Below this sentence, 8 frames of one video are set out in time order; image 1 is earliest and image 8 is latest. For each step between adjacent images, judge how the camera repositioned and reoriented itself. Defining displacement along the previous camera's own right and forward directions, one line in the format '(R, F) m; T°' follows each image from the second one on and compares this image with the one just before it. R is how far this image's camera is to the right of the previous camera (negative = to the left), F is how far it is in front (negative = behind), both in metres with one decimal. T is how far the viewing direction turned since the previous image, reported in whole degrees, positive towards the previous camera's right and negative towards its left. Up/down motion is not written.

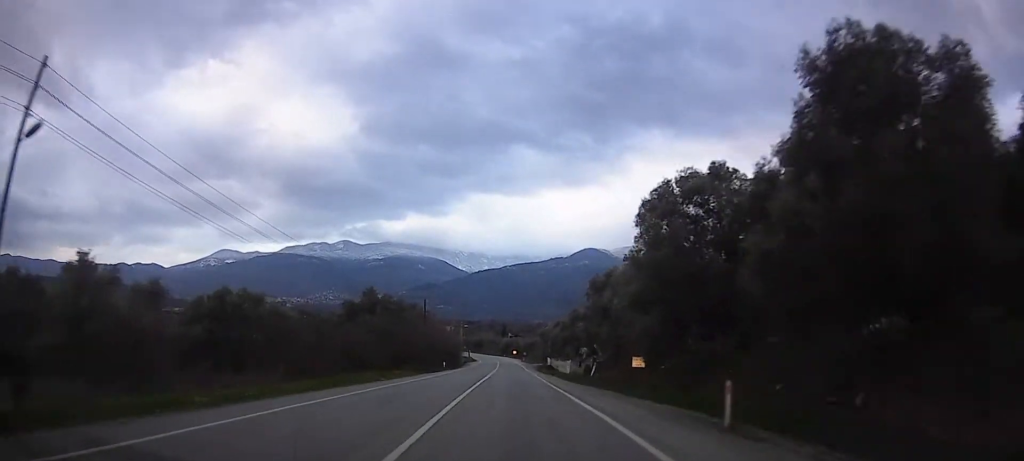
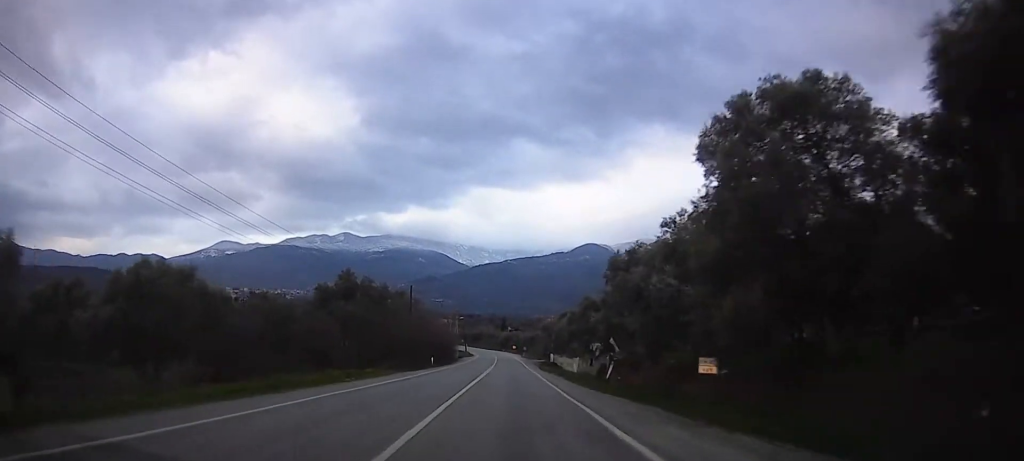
(-0.3, +8.0) m; +1°
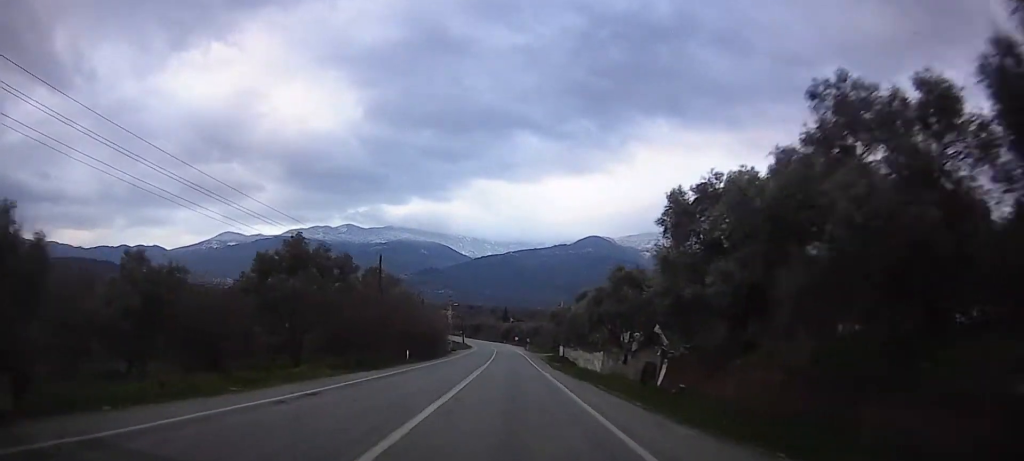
(+0.5, +12.4) m; +2°
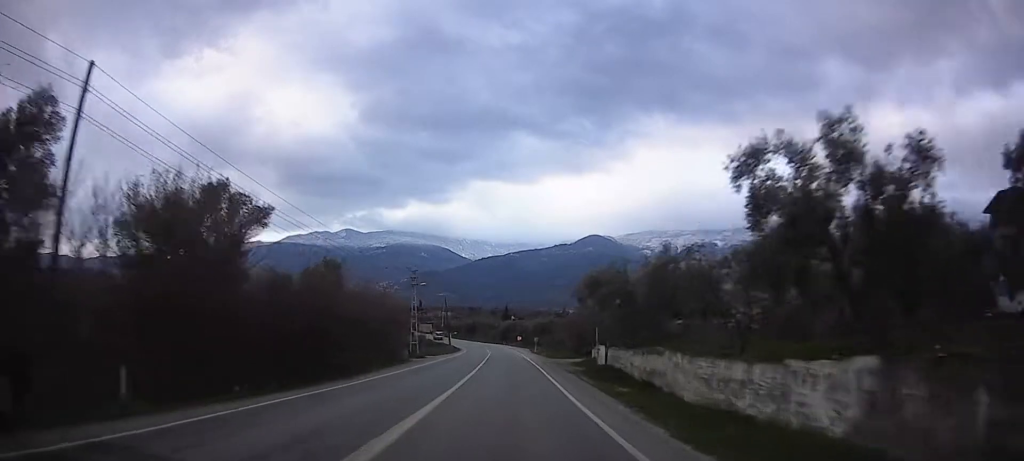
(+0.4, +27.9) m; +1°
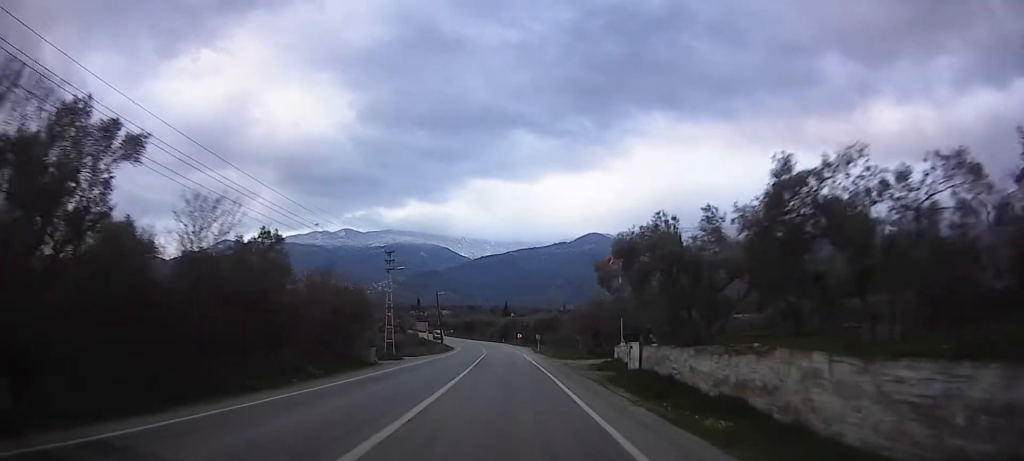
(0.0, +9.4) m; -1°
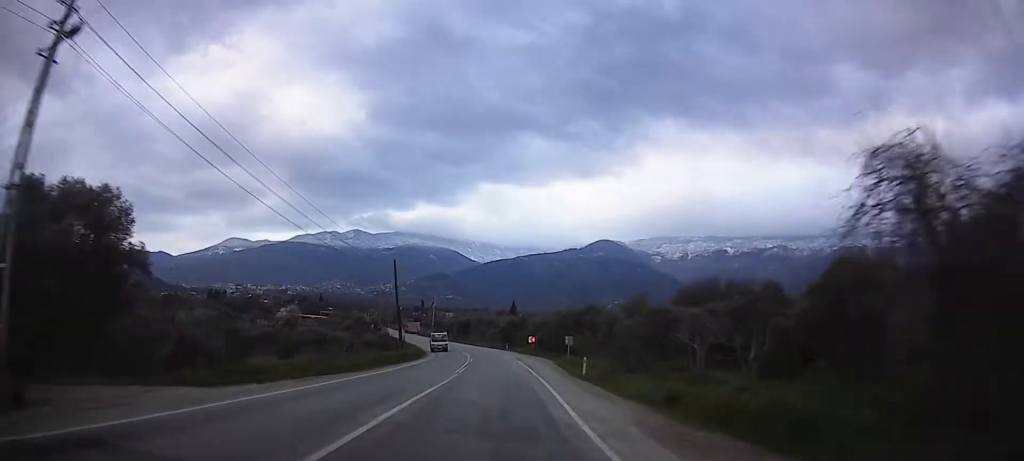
(-0.6, +33.2) m; -1°
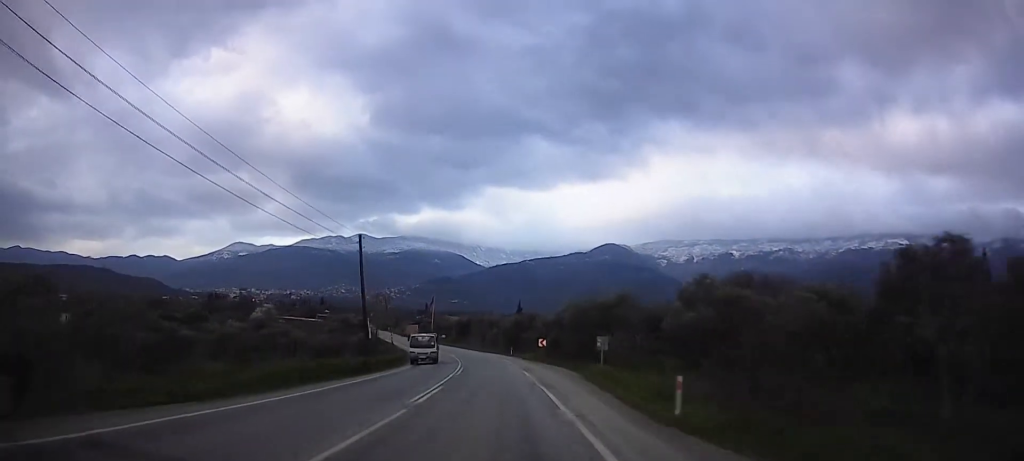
(0.0, +12.9) m; +1°
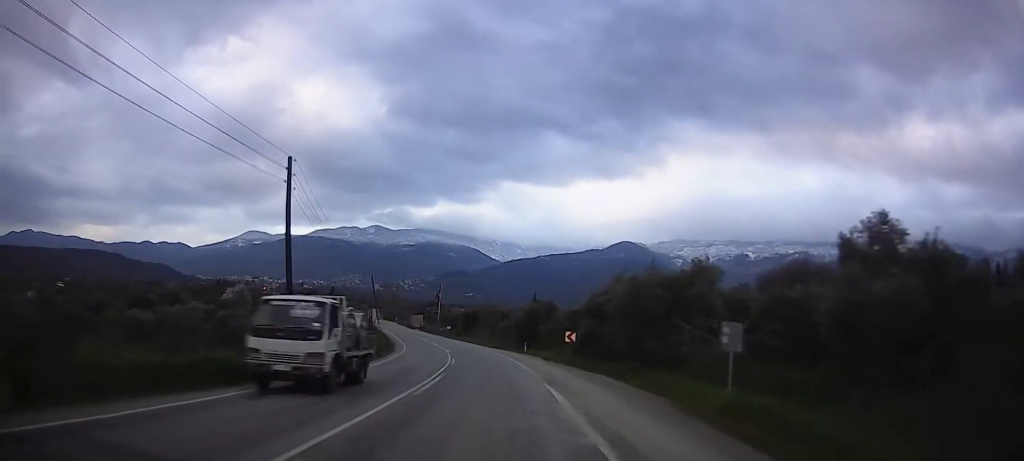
(+0.3, +14.7) m; -2°
